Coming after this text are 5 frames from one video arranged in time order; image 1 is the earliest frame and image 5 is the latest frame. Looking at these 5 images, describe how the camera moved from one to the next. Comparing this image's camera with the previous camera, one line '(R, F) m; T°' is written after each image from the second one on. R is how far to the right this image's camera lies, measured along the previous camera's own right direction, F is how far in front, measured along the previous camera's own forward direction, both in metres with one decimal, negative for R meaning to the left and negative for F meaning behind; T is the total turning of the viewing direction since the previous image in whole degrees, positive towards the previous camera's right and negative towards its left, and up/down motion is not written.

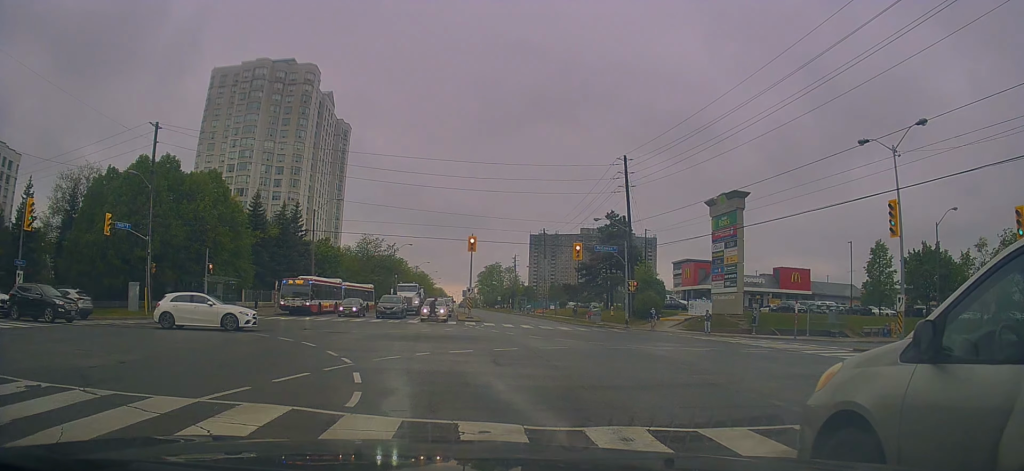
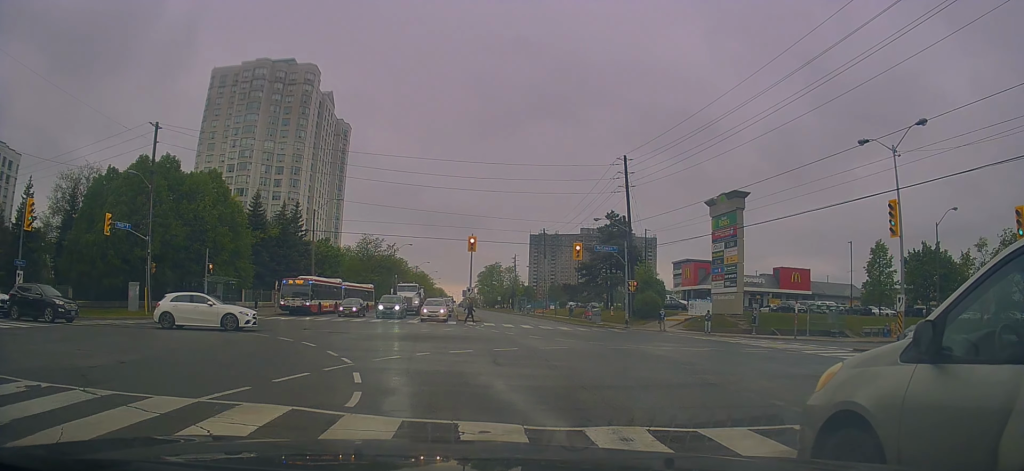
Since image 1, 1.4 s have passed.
(0.0, 0.0) m; 0°
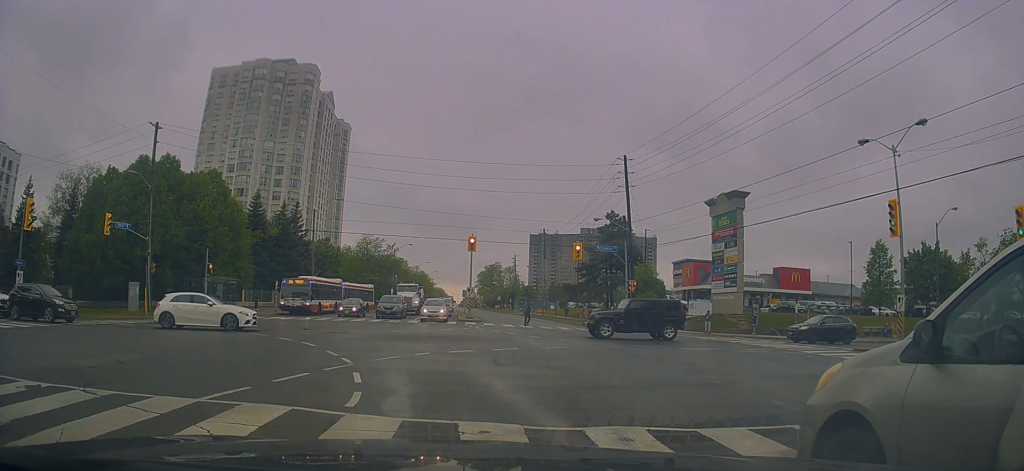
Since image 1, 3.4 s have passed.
(0.0, 0.0) m; 0°
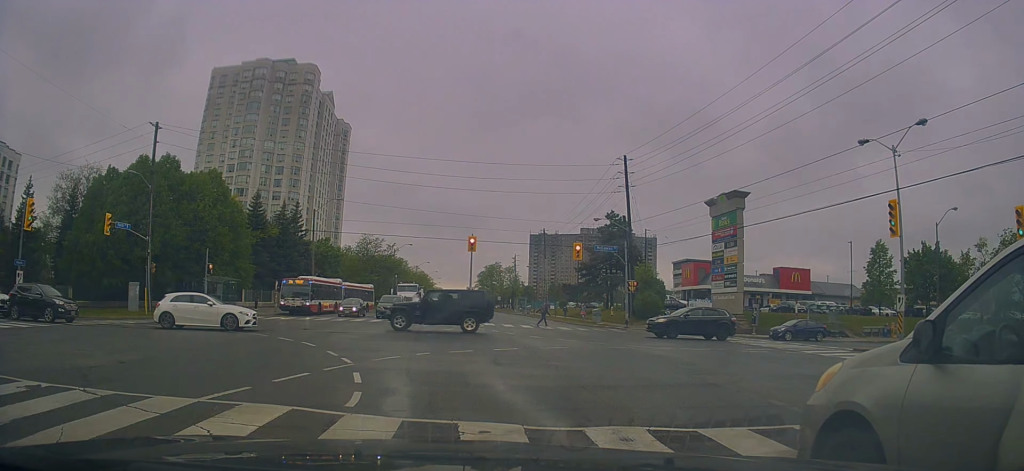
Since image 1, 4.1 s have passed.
(0.0, 0.0) m; 0°
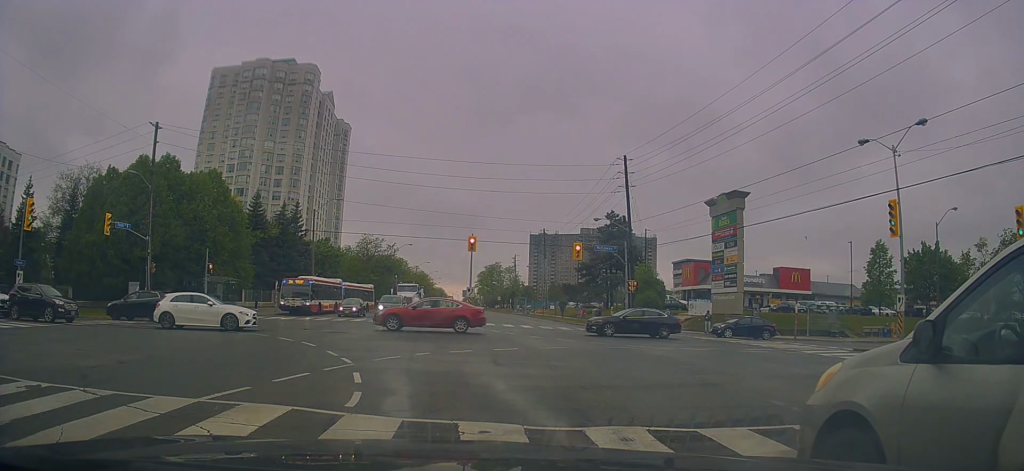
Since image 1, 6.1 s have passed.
(0.0, 0.0) m; 0°
